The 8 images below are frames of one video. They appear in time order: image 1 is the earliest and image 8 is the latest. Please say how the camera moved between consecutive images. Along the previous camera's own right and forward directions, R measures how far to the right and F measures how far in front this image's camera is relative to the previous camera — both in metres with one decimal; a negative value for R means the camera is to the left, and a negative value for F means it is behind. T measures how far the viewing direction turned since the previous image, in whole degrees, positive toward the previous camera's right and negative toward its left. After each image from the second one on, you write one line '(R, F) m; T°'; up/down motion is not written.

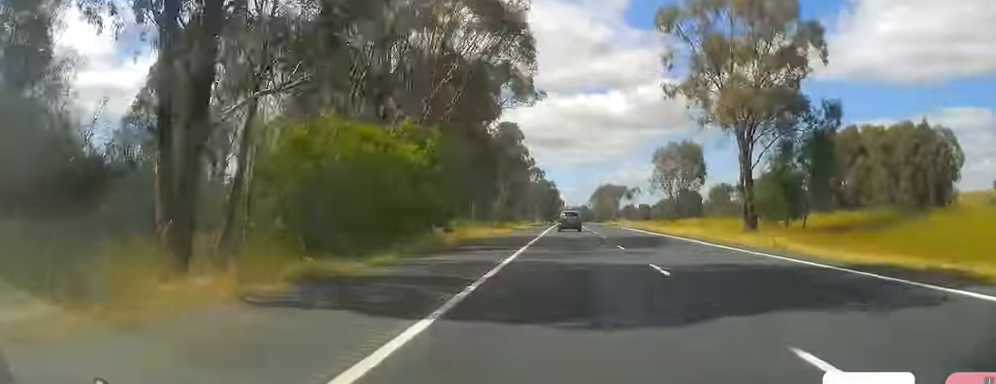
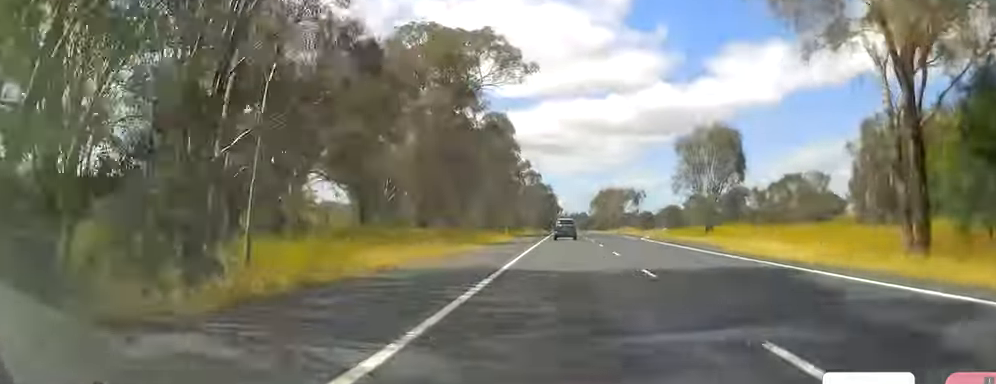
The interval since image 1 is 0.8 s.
(0.0, +23.0) m; 0°
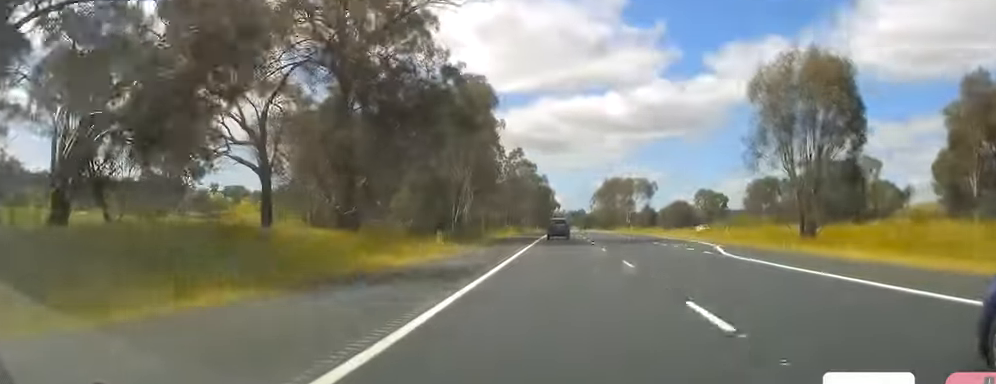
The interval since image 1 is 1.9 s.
(-0.2, +32.0) m; 0°
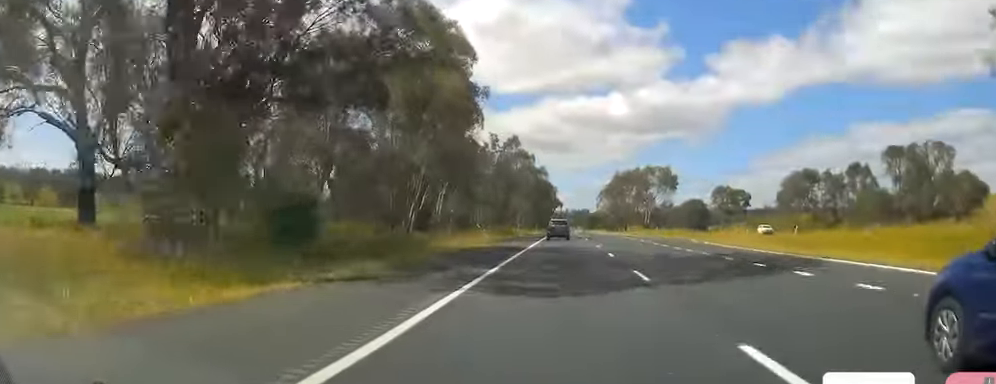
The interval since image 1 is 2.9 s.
(+0.2, +28.1) m; +1°
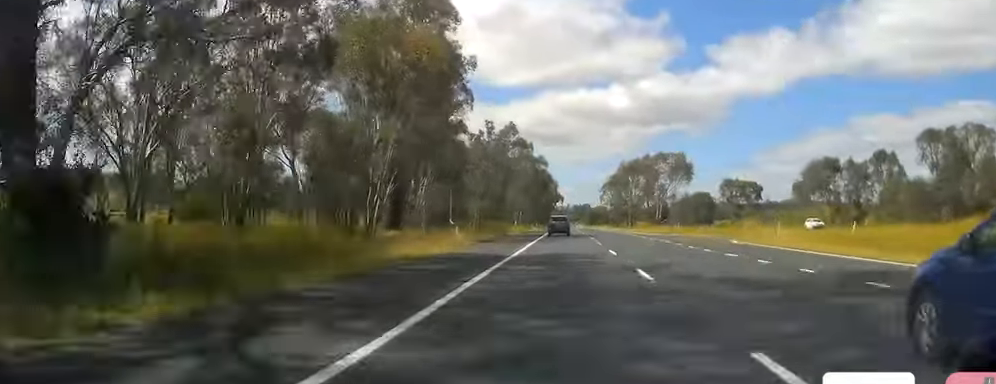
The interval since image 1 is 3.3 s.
(0.0, +12.5) m; 0°
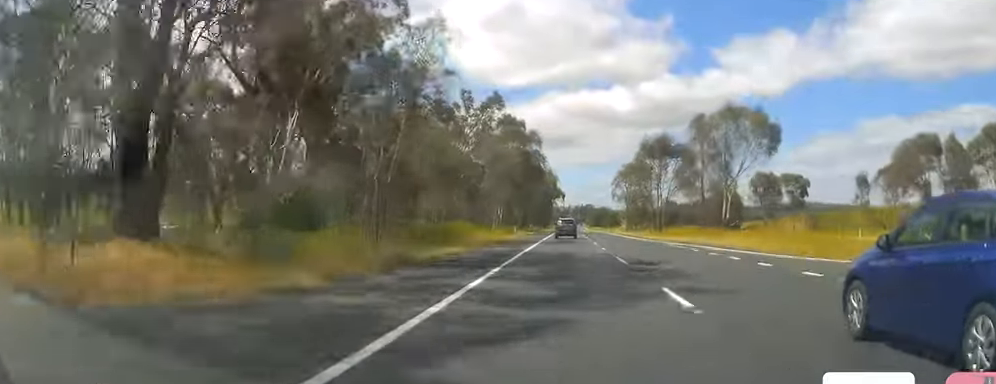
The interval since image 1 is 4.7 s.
(0.0, +40.2) m; 0°
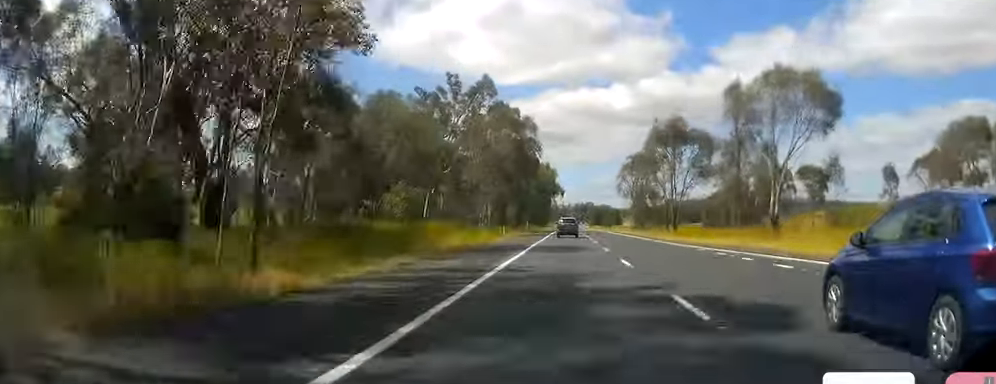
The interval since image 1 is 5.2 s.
(0.0, +13.4) m; 0°
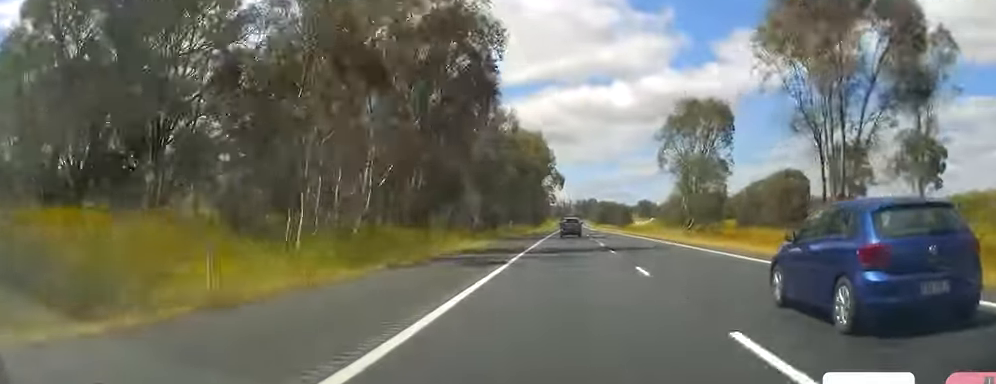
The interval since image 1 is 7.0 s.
(-0.5, +52.1) m; -1°
